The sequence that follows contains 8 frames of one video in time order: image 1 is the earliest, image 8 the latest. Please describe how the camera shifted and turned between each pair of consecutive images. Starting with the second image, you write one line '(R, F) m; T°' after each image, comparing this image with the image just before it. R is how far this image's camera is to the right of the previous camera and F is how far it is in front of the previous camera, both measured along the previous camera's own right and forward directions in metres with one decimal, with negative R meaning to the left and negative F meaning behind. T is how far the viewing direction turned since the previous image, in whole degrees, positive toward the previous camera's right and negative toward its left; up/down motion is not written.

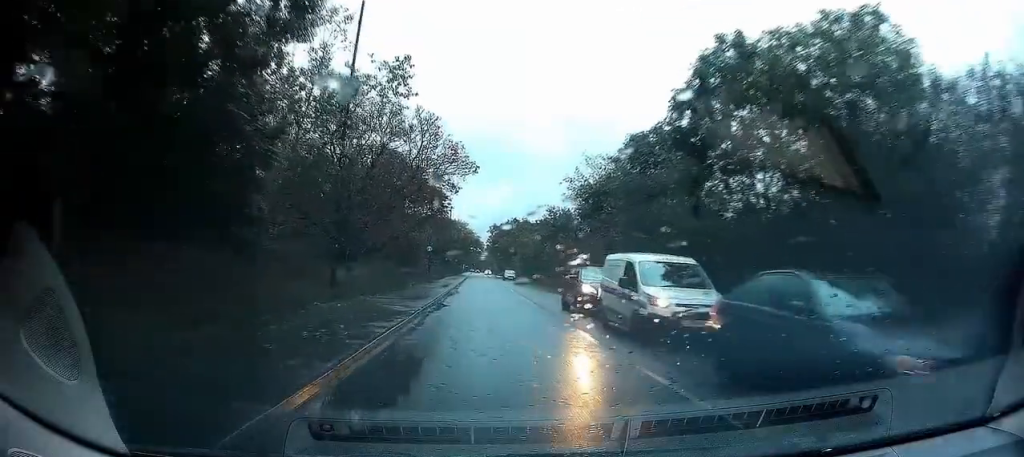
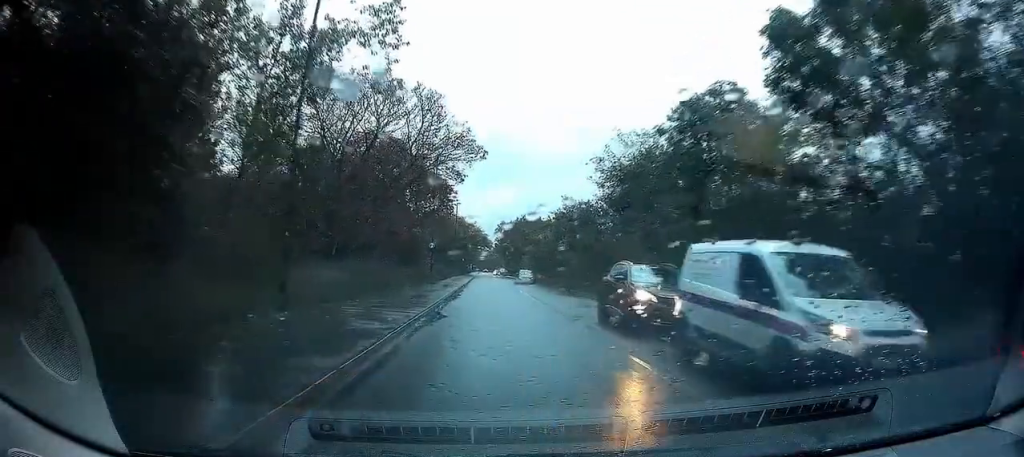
(-0.1, +4.9) m; -1°
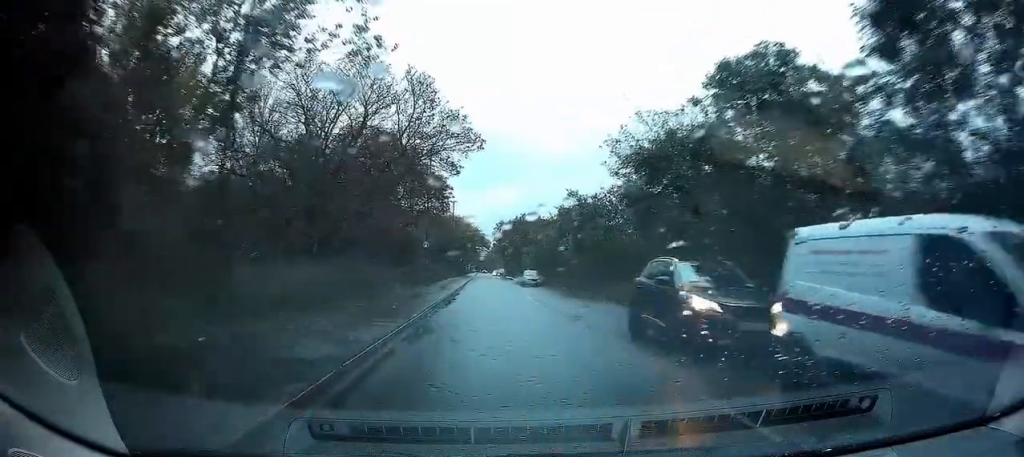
(0.0, +3.3) m; 0°
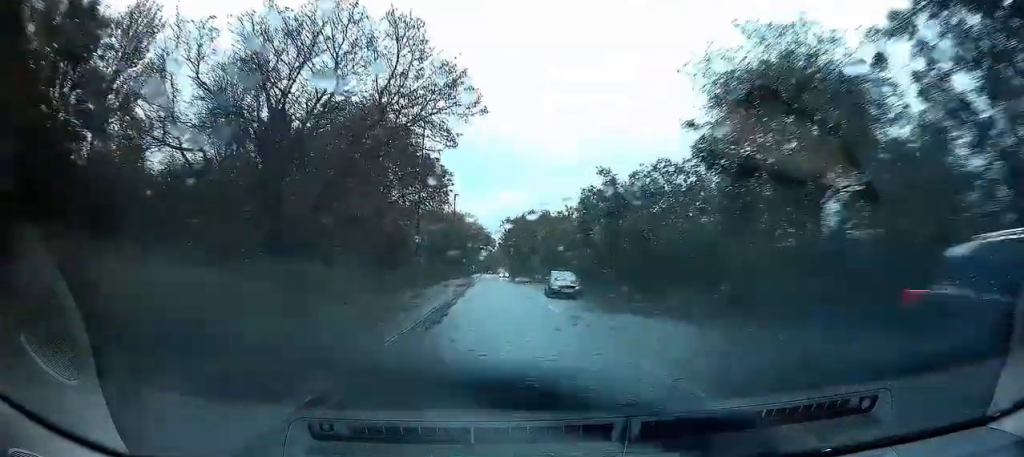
(+0.1, +7.9) m; +2°
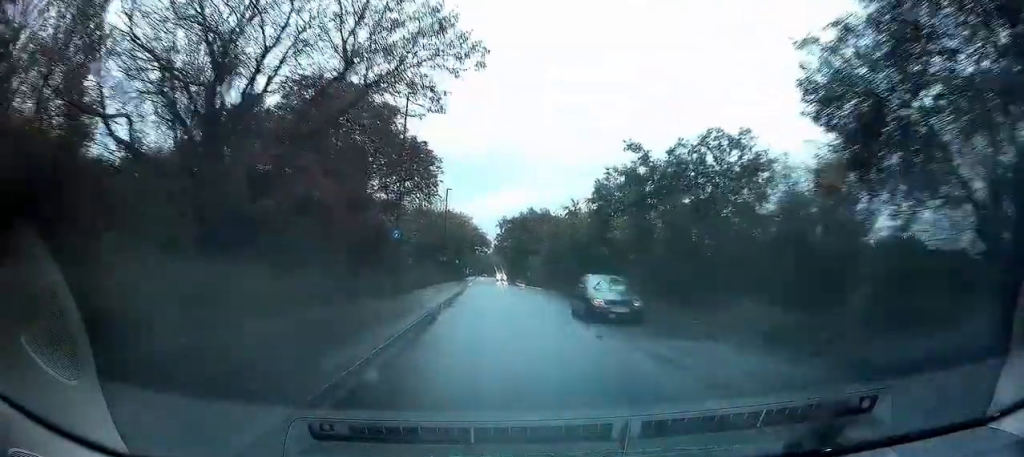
(+0.1, +6.1) m; +2°
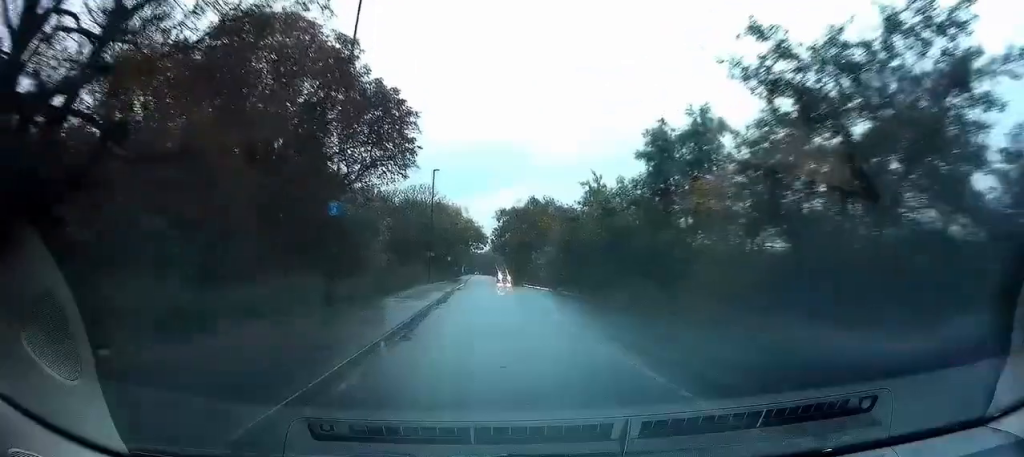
(+0.2, +10.4) m; 0°
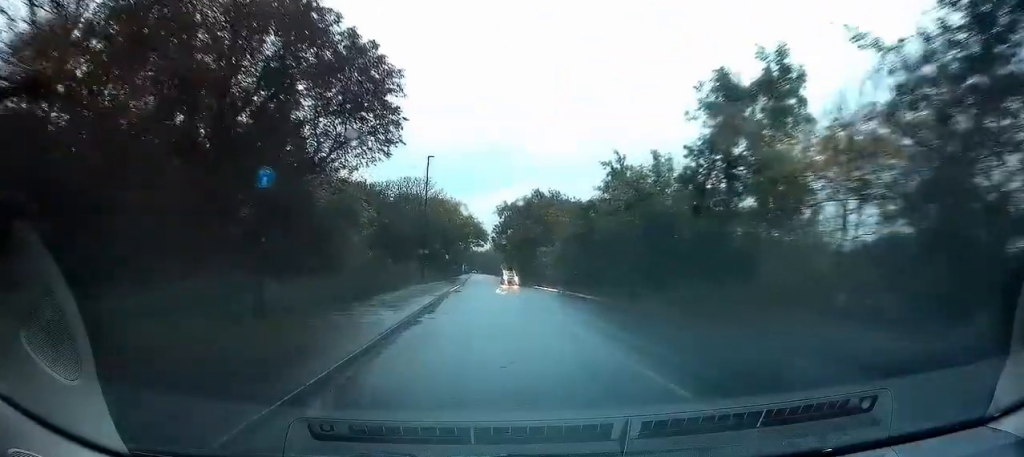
(0.0, +5.5) m; -1°
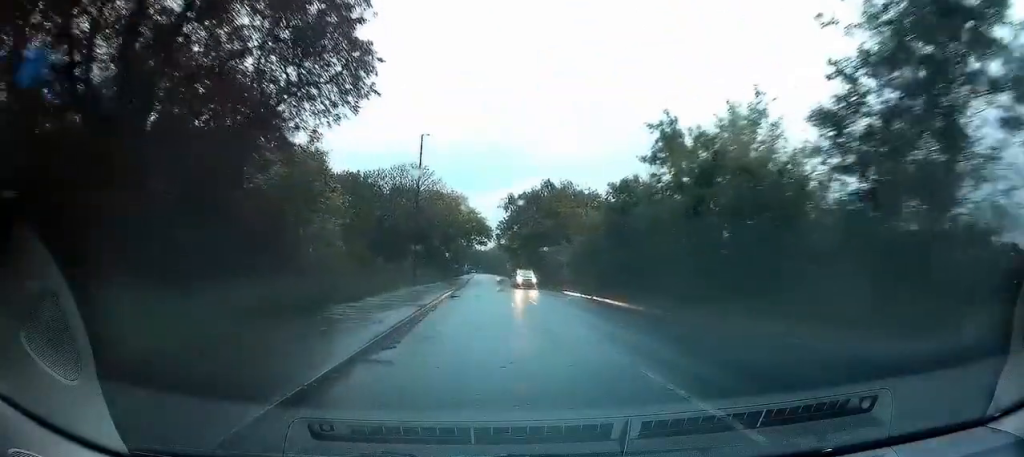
(-0.1, +7.3) m; -1°
